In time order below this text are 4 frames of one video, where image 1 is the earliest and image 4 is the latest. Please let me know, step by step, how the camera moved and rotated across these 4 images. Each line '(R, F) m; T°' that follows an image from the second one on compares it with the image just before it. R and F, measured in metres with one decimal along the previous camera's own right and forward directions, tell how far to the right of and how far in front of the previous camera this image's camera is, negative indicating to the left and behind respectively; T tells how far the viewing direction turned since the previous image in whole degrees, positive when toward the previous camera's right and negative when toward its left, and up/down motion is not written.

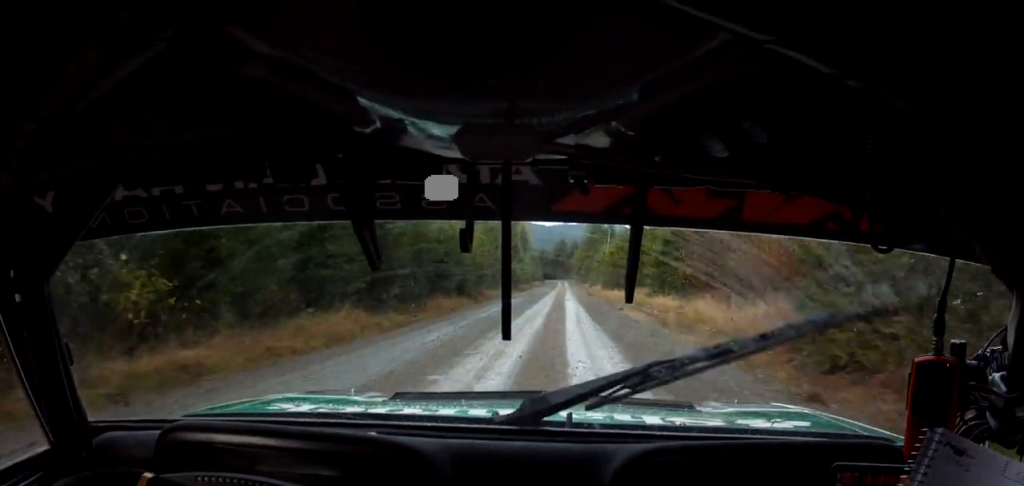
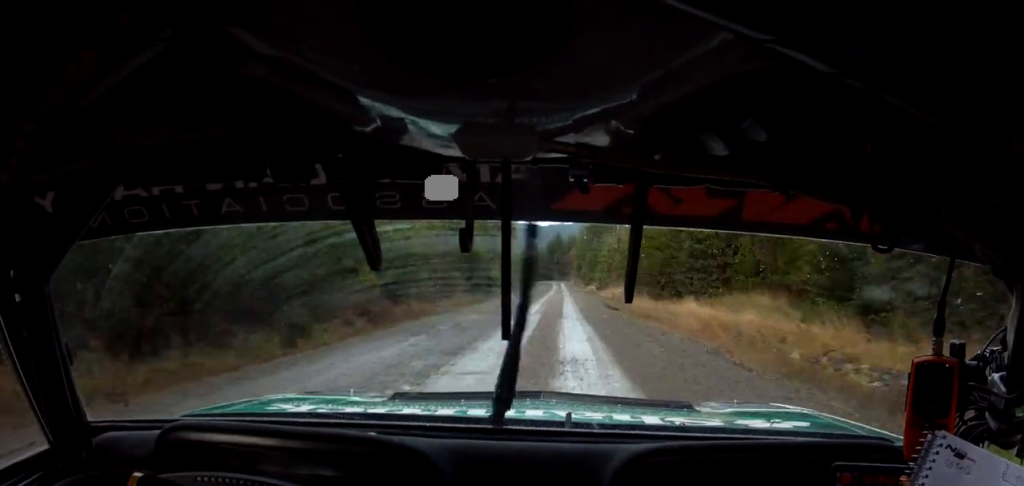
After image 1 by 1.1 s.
(+0.3, +41.4) m; +1°
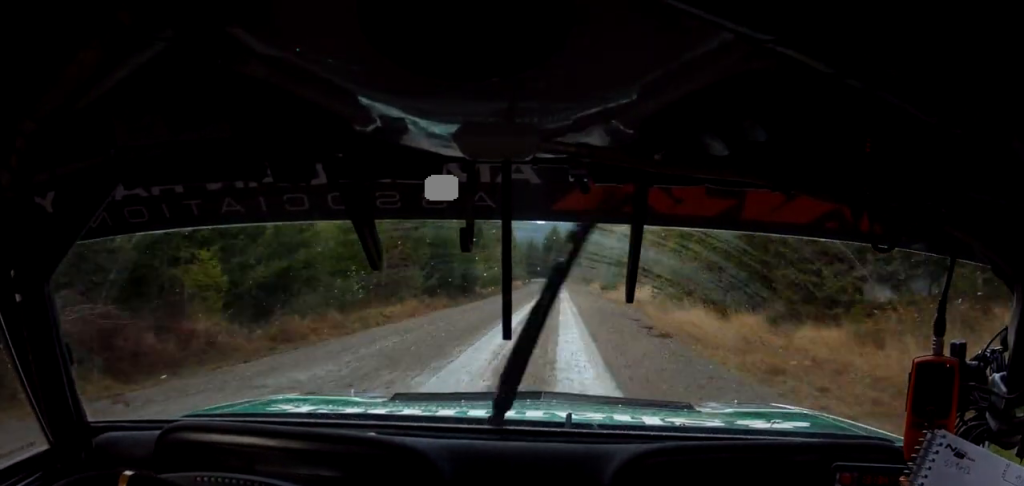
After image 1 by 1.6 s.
(+0.2, +19.5) m; 0°
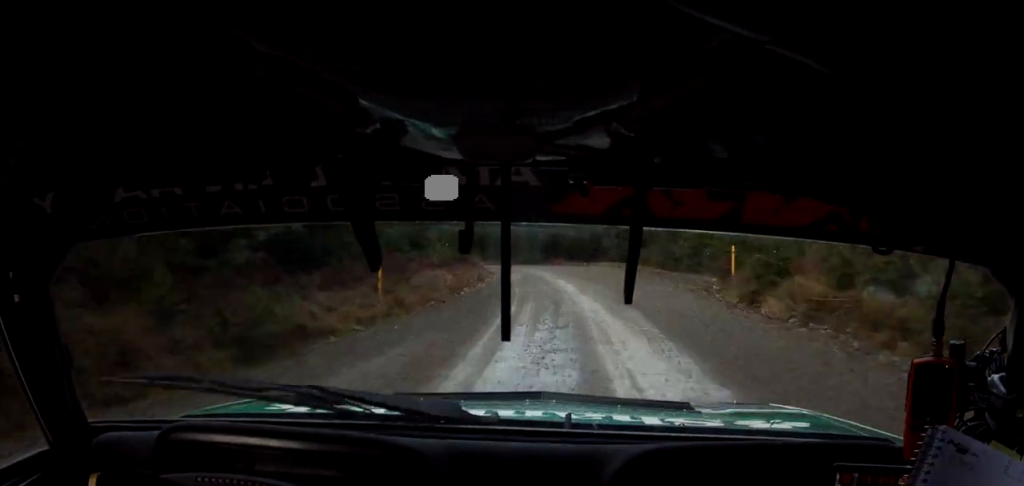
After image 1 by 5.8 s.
(-3.4, +165.9) m; -6°
